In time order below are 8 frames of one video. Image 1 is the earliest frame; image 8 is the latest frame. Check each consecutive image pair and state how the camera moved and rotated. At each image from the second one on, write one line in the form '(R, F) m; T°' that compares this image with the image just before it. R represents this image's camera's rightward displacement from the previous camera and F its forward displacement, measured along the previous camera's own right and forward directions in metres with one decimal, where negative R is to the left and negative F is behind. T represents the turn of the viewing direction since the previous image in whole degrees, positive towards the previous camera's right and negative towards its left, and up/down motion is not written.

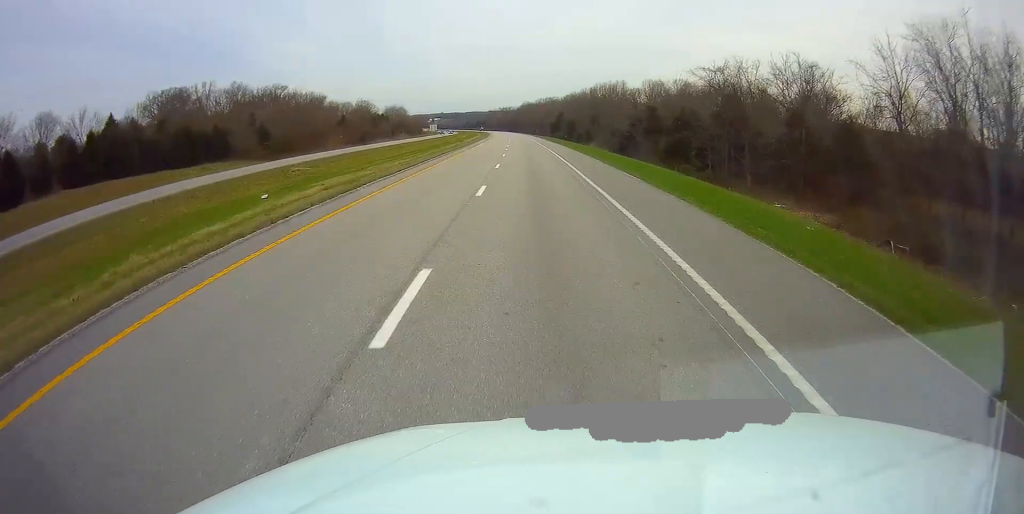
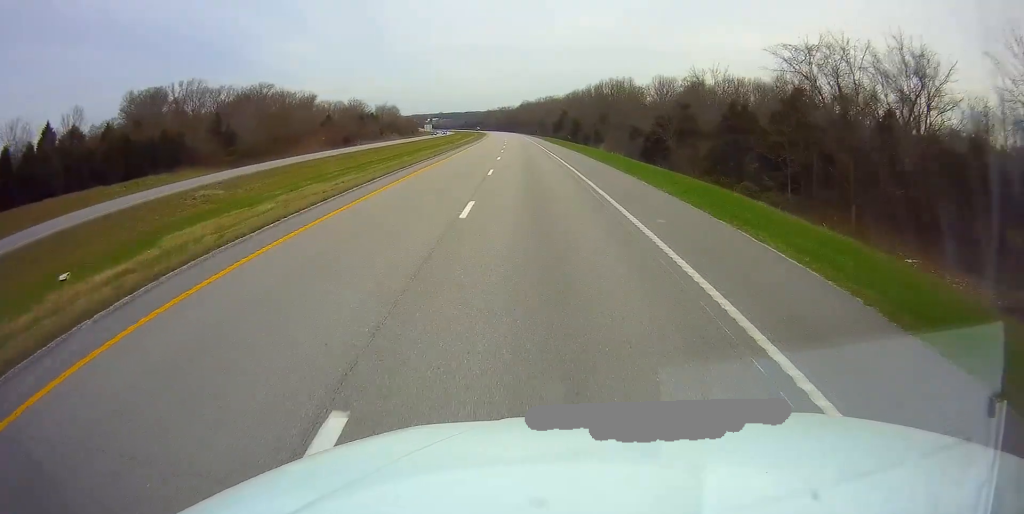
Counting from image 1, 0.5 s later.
(0.0, +16.5) m; 0°
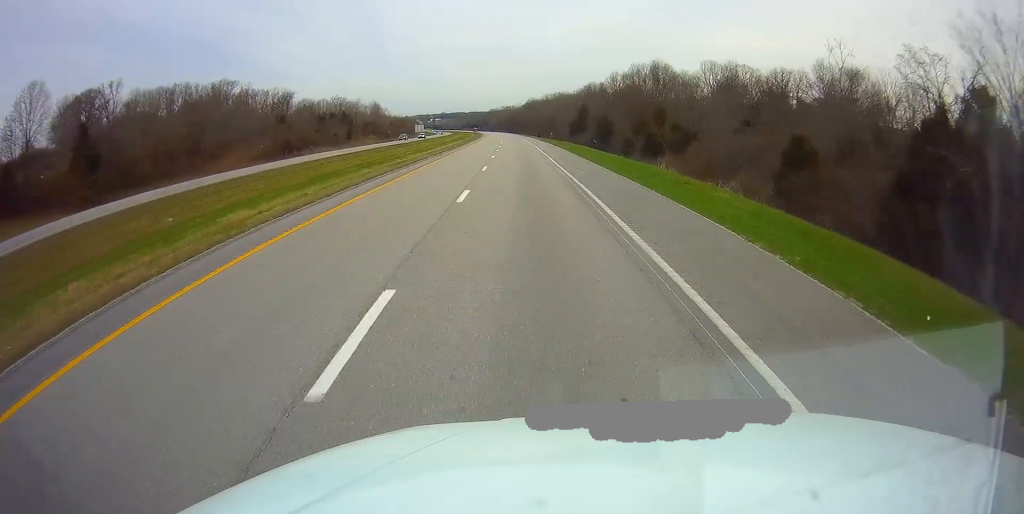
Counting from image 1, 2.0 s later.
(-0.3, +45.6) m; -1°
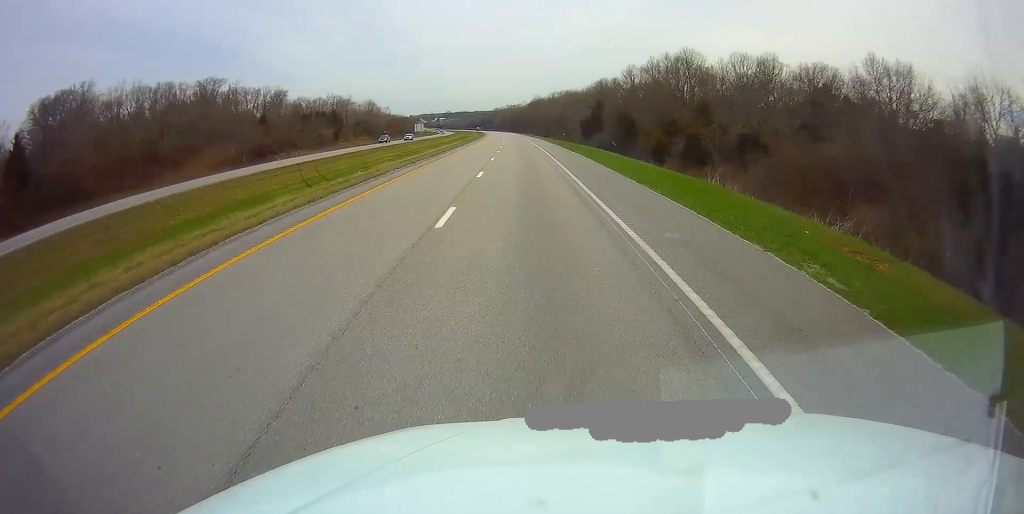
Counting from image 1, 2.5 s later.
(0.0, +16.5) m; 0°
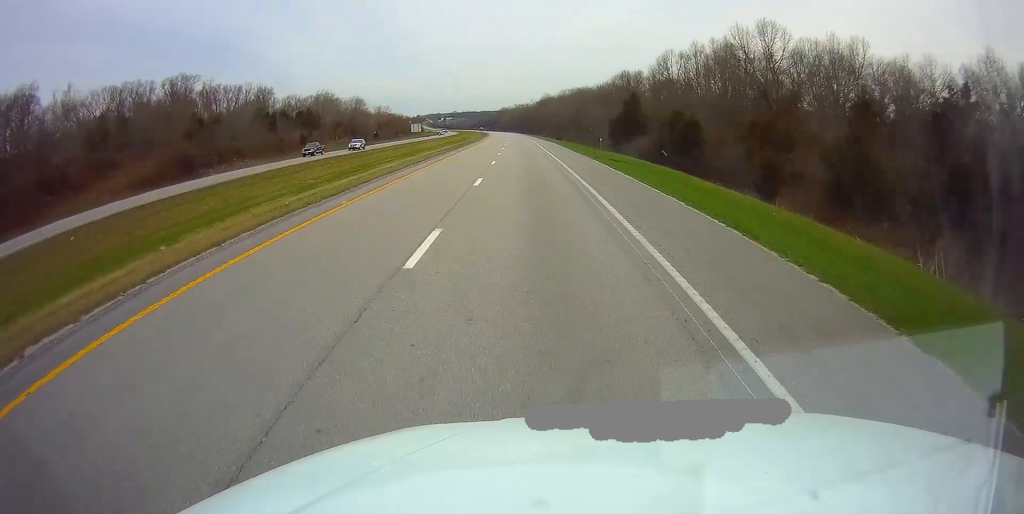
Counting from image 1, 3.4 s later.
(-0.1, +28.0) m; -1°
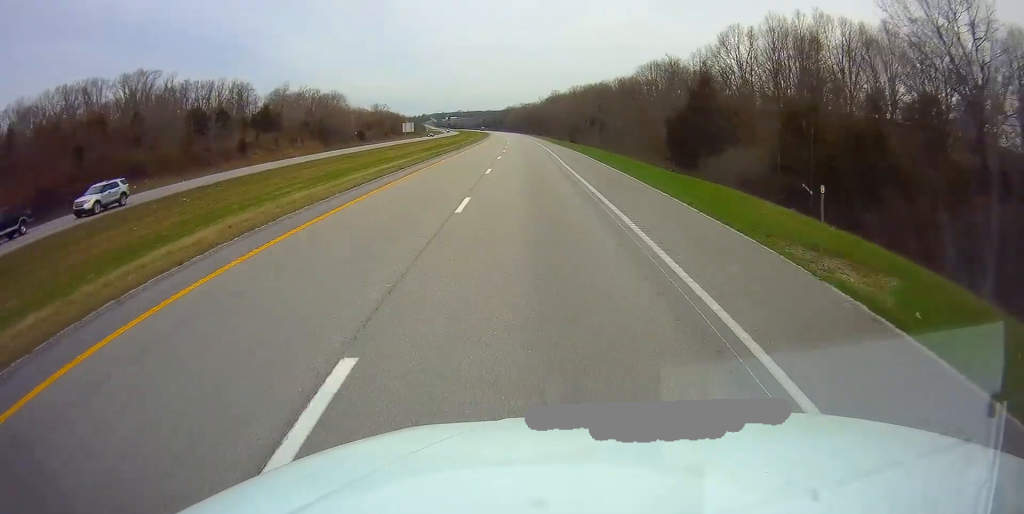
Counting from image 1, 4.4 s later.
(-0.2, +31.1) m; -1°
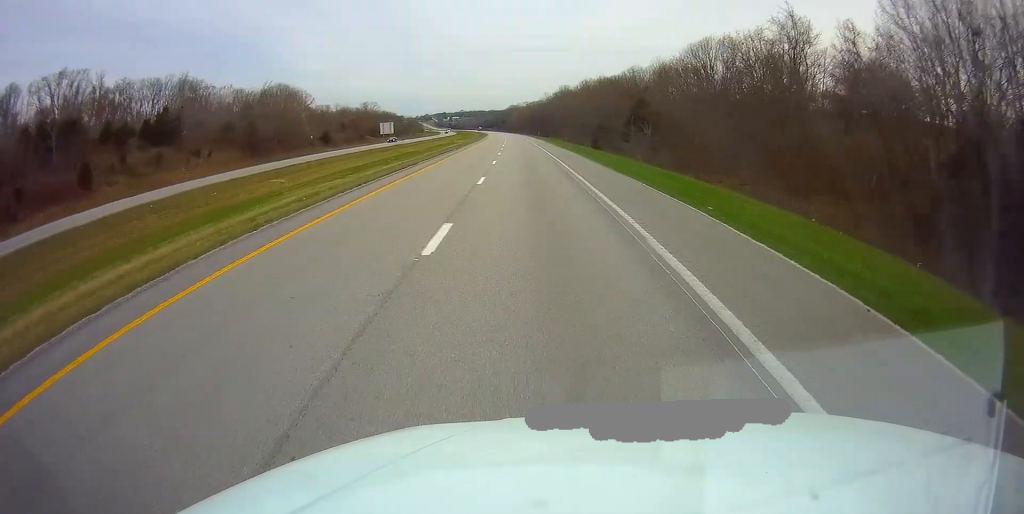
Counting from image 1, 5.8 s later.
(-0.1, +41.5) m; -1°
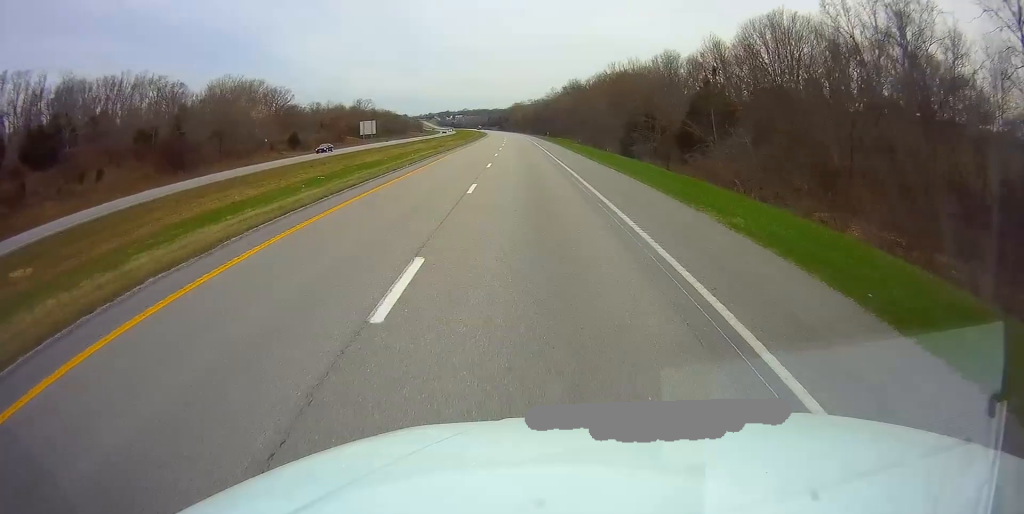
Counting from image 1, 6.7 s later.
(-0.2, +27.9) m; -1°
